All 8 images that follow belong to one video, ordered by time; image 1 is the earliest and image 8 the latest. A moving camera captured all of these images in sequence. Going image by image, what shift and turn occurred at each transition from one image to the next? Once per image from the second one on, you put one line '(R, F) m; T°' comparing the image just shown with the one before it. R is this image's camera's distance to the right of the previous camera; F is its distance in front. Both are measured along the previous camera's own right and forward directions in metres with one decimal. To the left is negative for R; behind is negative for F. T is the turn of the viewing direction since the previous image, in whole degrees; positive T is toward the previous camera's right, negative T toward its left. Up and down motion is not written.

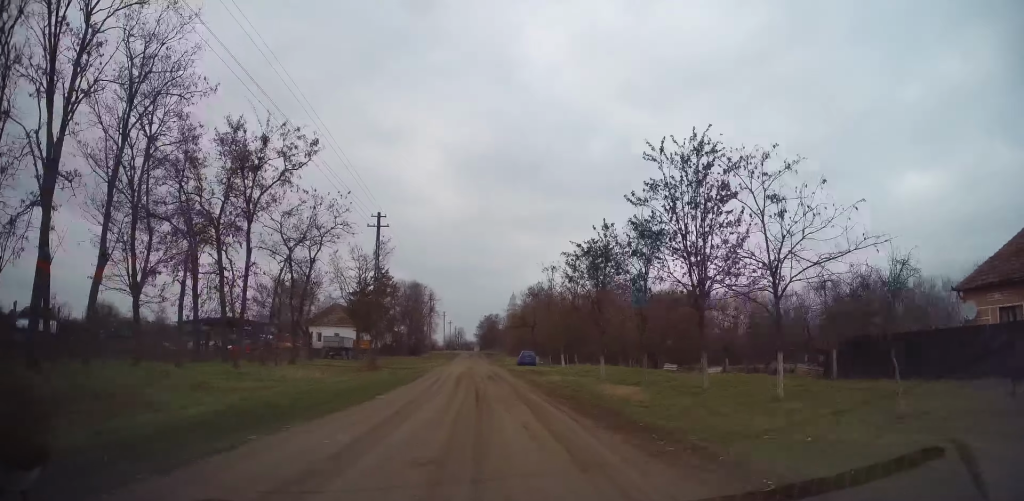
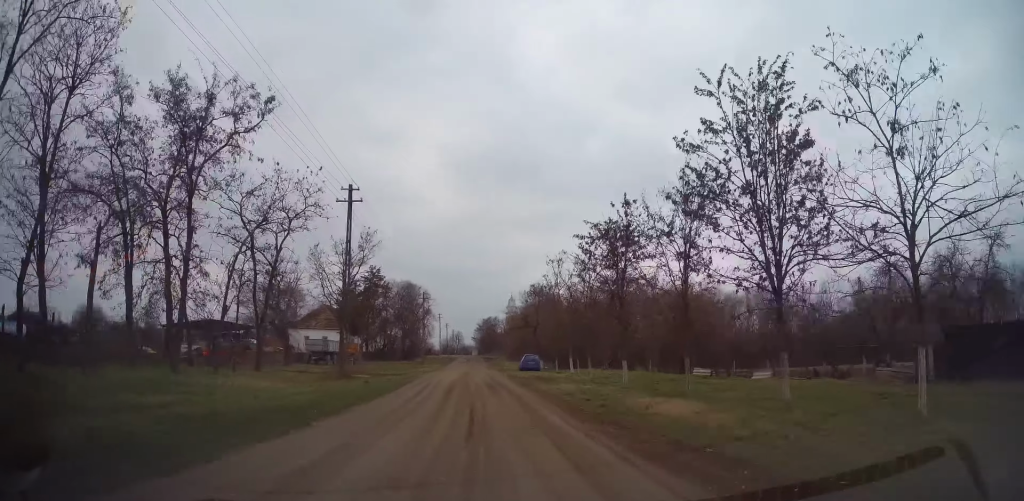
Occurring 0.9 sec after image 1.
(-0.4, +5.4) m; 0°
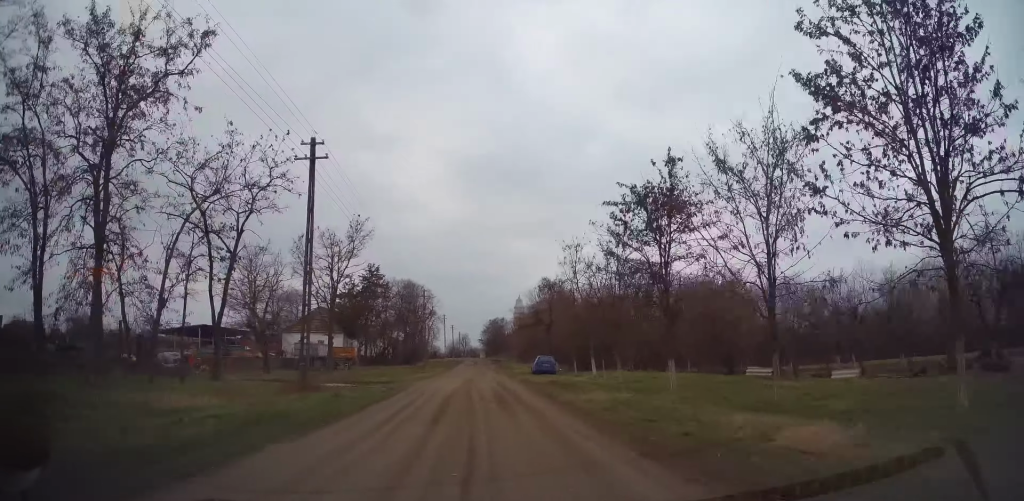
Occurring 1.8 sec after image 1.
(+0.4, +5.7) m; +5°
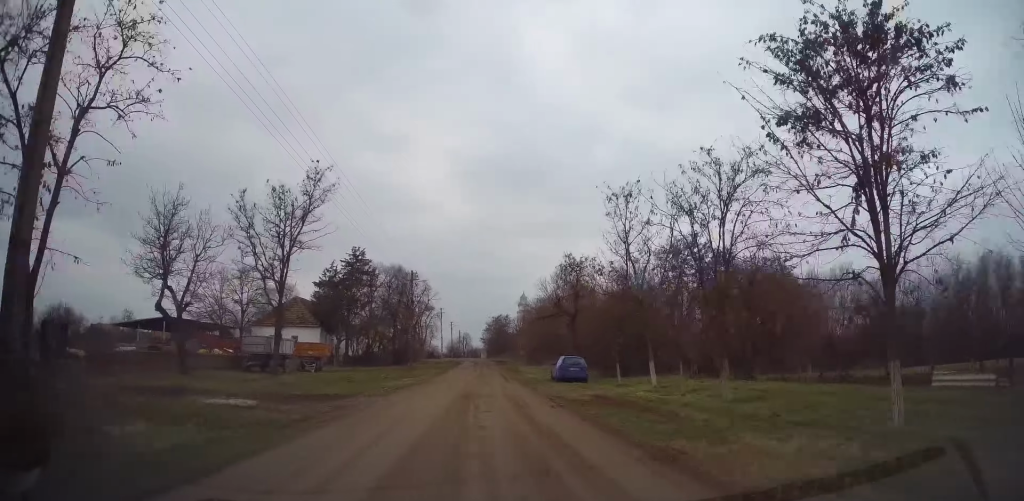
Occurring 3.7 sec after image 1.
(+0.1, +11.4) m; 0°
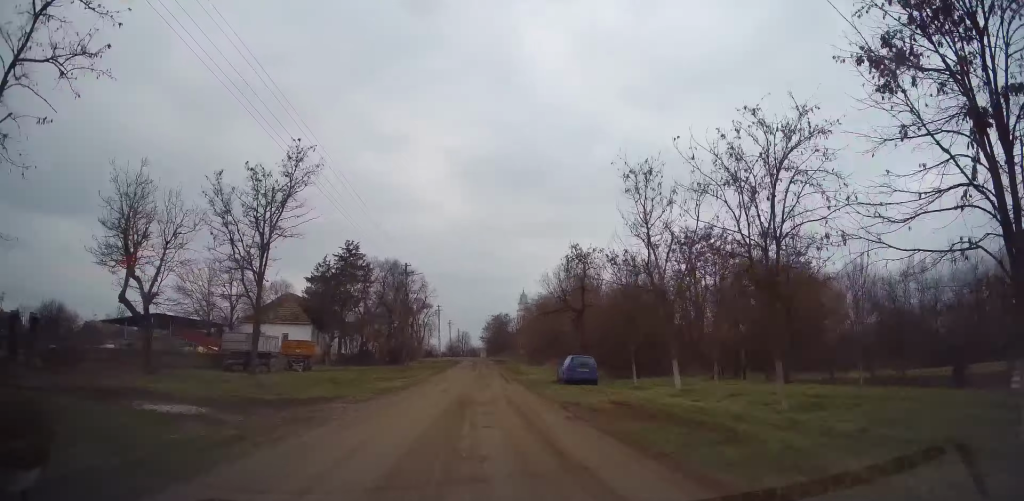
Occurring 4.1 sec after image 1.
(0.0, +2.8) m; -2°
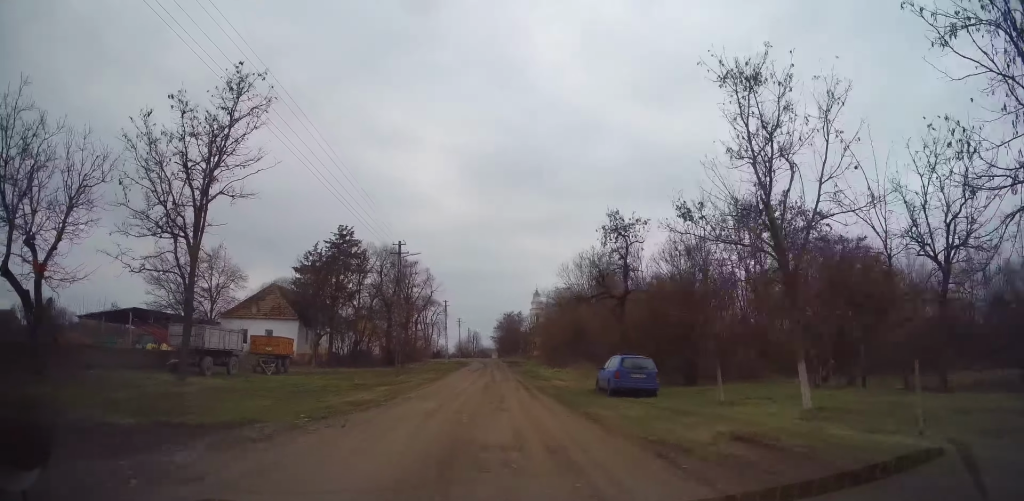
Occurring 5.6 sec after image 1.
(-0.6, +8.2) m; -9°
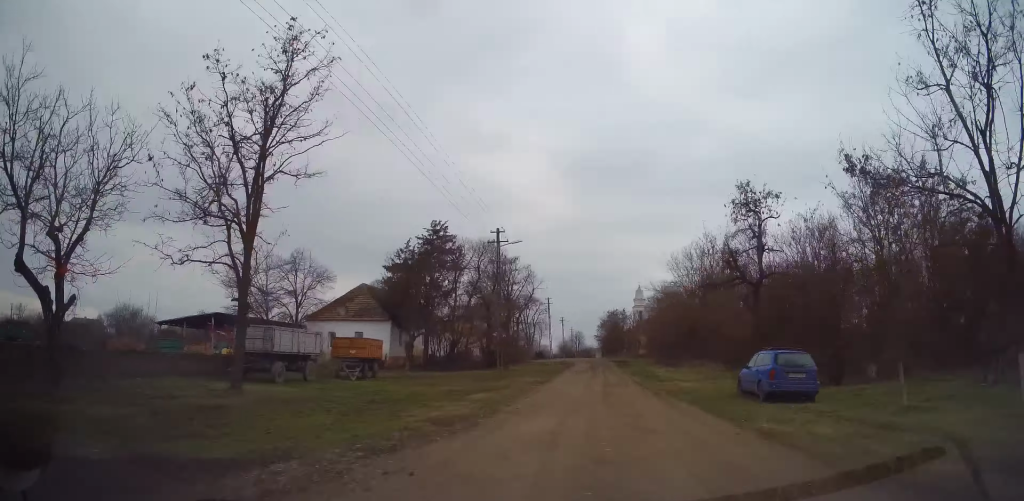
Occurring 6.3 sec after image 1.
(-0.1, +4.2) m; -2°
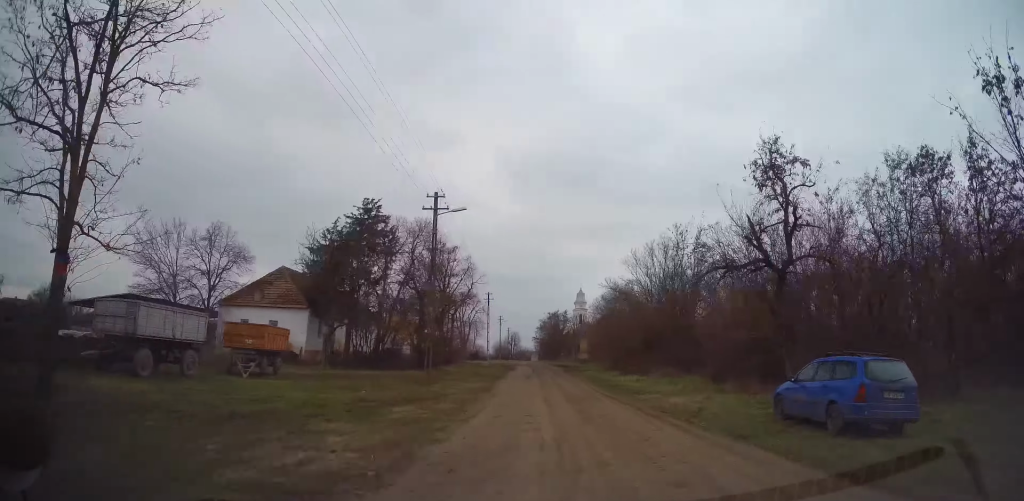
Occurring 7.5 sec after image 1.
(0.0, +6.2) m; +4°
